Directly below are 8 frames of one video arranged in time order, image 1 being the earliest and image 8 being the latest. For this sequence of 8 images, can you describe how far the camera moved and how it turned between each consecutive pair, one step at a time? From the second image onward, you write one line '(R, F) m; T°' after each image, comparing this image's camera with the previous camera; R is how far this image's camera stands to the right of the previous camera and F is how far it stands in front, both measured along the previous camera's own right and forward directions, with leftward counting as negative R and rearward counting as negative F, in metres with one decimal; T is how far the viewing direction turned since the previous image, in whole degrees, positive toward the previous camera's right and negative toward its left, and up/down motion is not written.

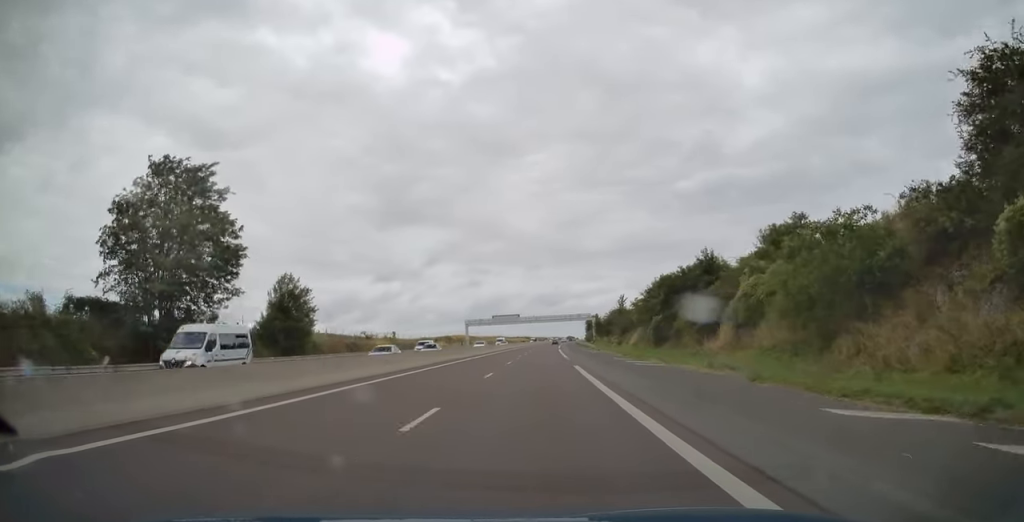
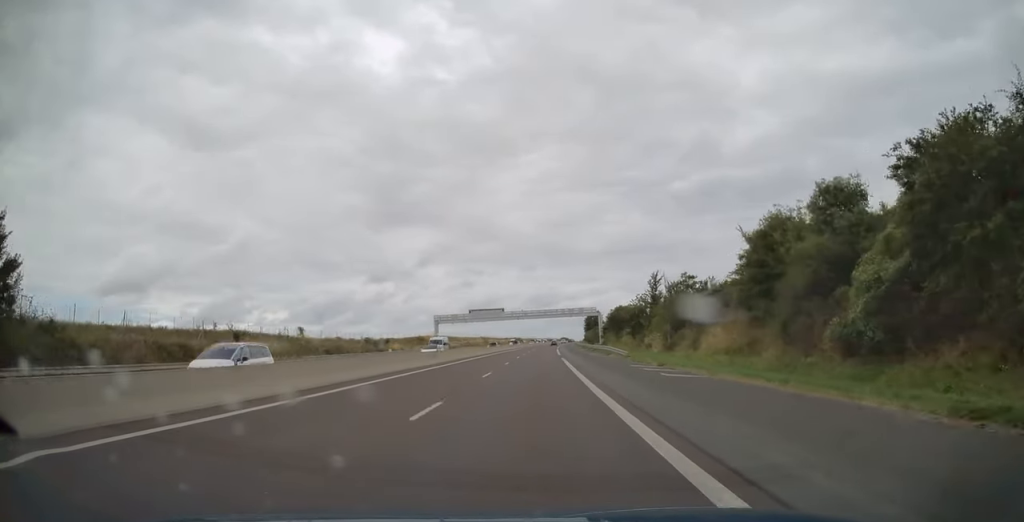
(+0.4, +37.5) m; +1°
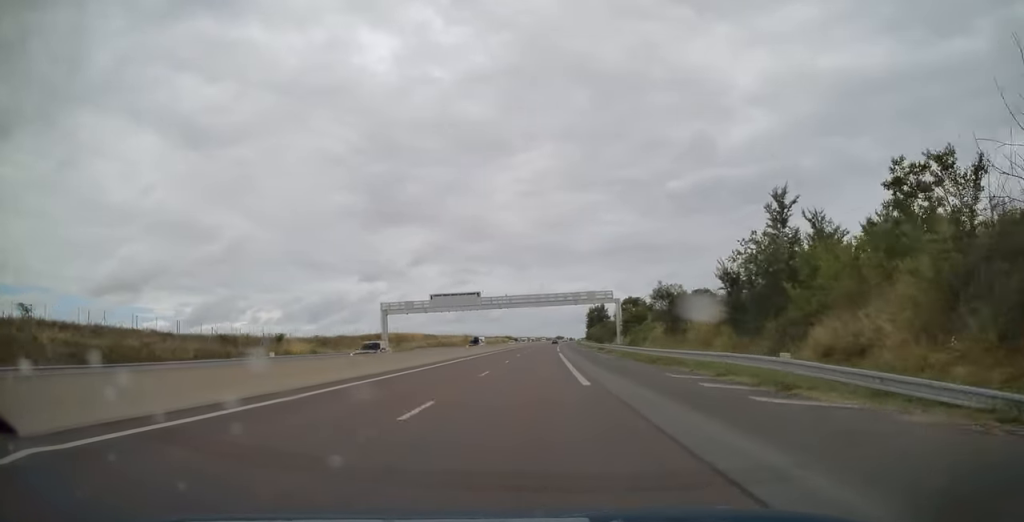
(+0.2, +39.2) m; +1°
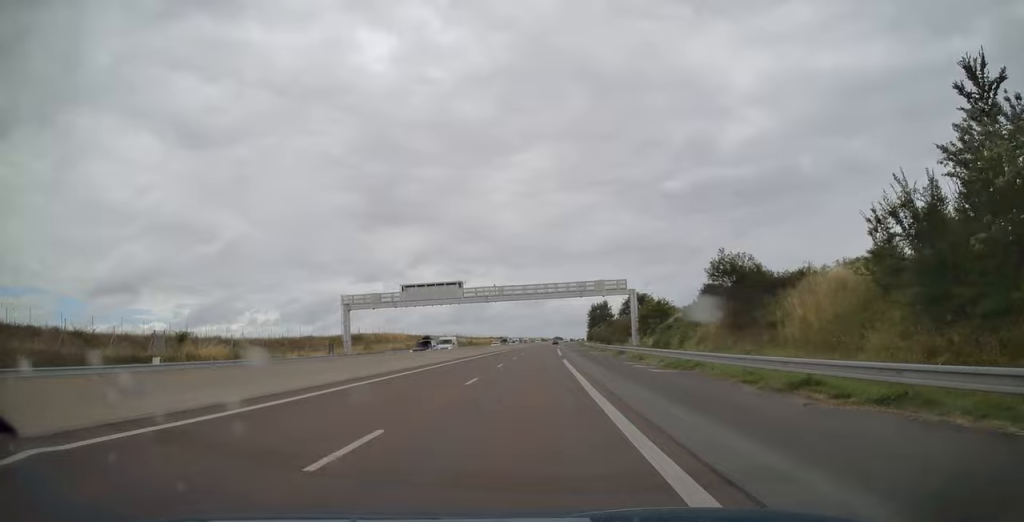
(+0.1, +17.2) m; 0°
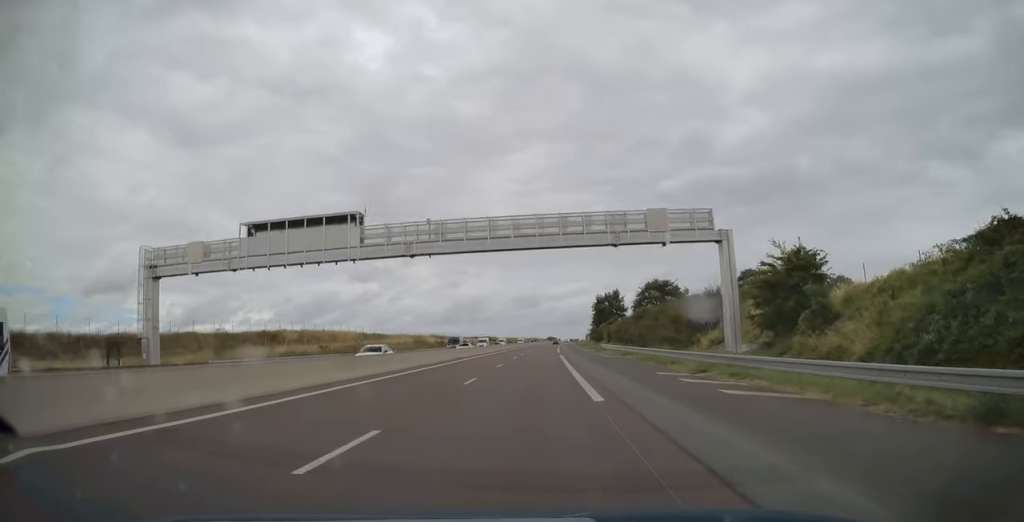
(+0.1, +39.3) m; +1°
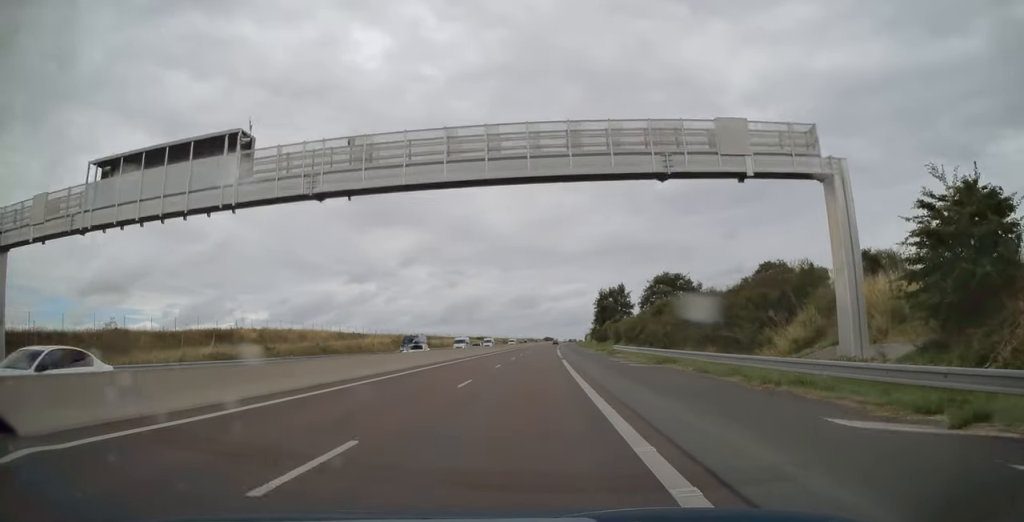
(0.0, +14.0) m; 0°
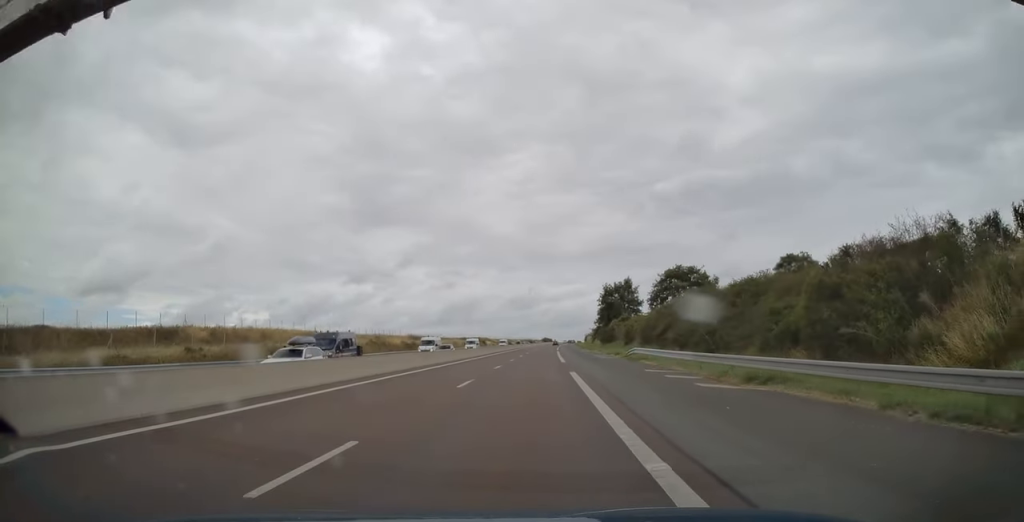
(0.0, +12.9) m; 0°
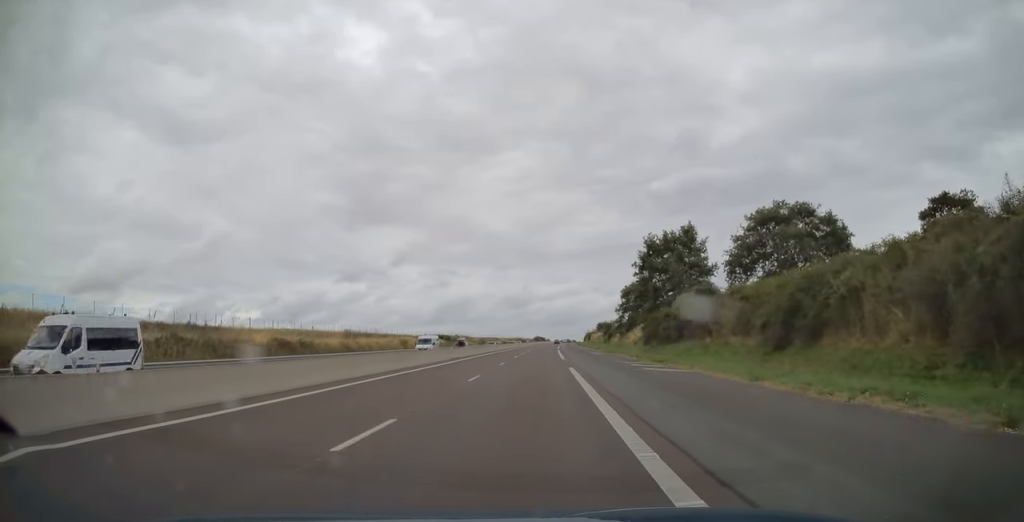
(+0.5, +49.9) m; +1°
